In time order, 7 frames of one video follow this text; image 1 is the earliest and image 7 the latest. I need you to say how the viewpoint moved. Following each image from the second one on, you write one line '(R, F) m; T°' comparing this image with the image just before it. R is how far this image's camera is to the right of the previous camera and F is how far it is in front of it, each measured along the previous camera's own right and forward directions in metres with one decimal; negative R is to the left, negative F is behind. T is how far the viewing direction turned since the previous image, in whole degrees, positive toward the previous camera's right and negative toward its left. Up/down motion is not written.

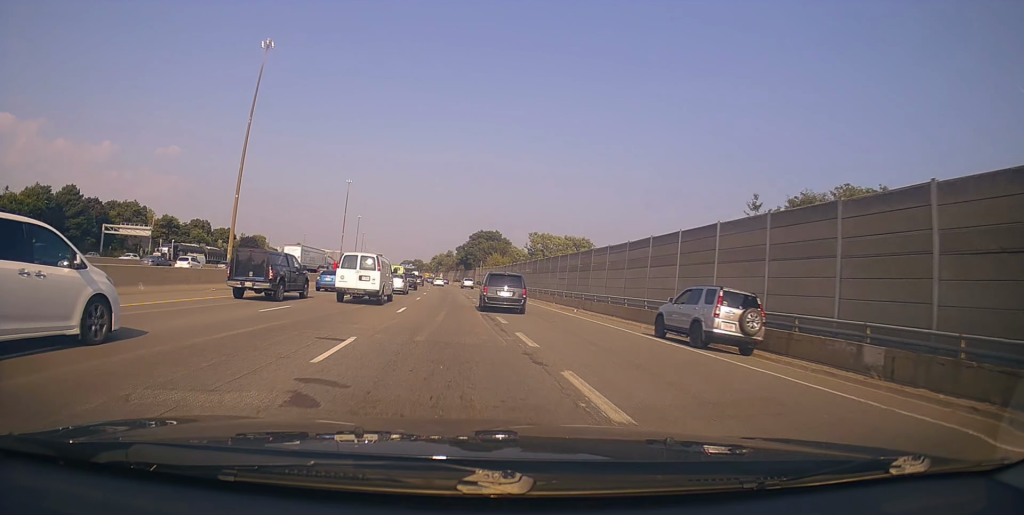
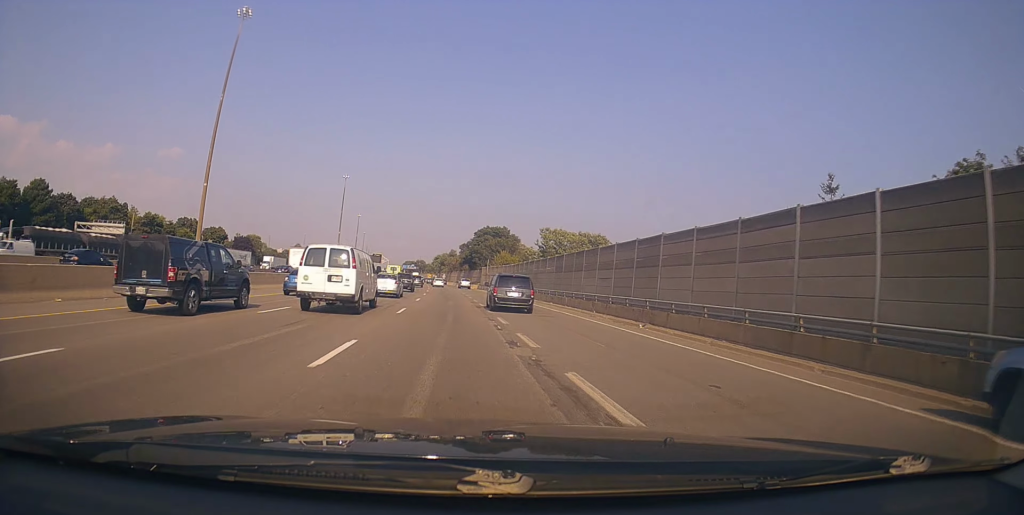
(-0.7, +12.1) m; -2°
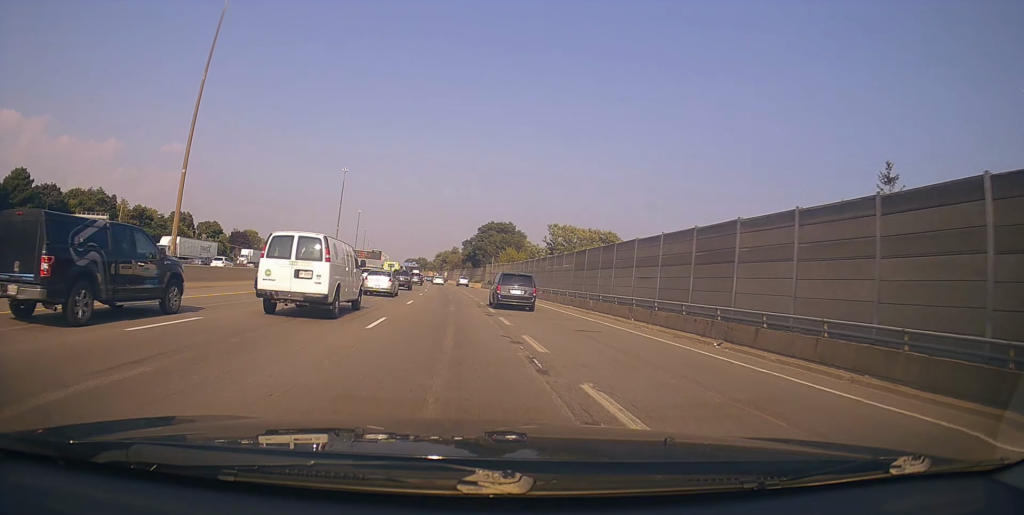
(-0.1, +7.0) m; 0°
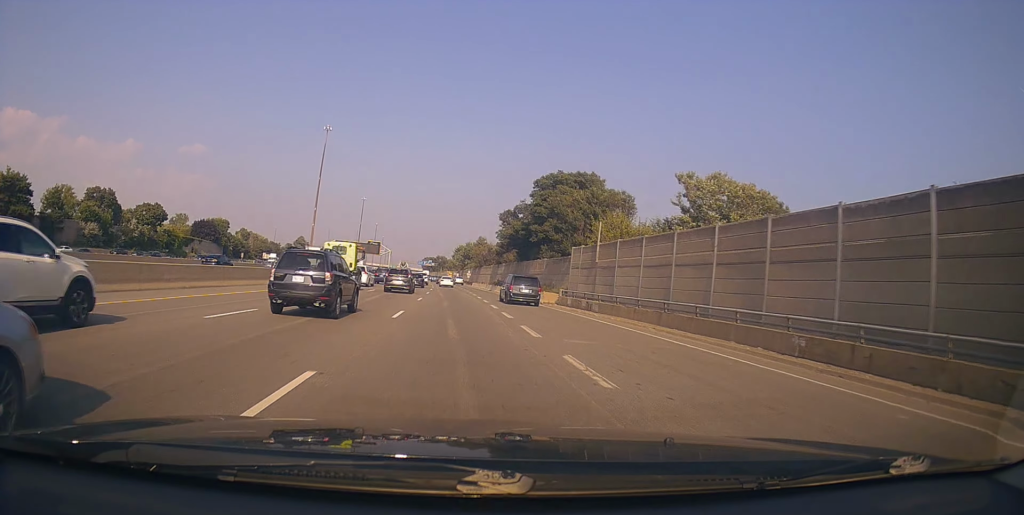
(+0.5, +57.5) m; 0°
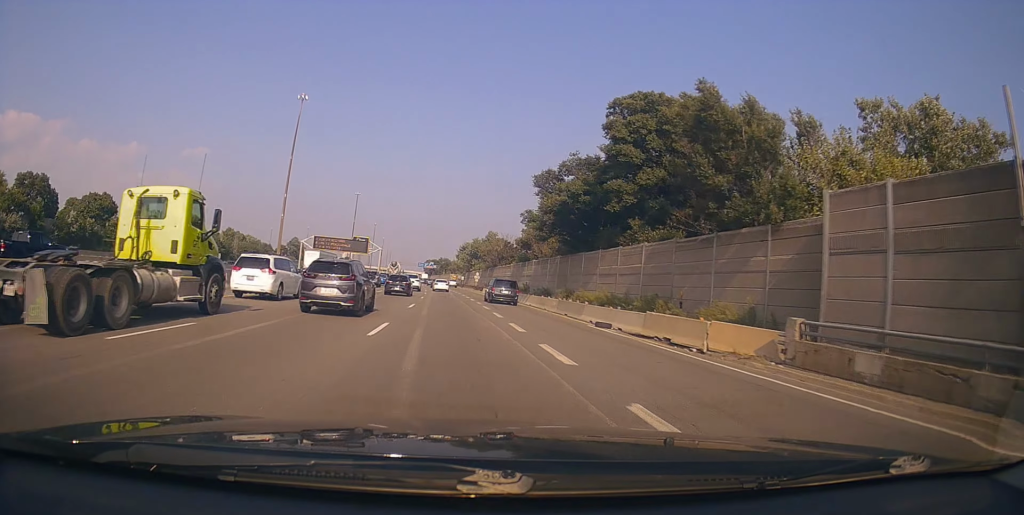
(-1.3, +28.7) m; -3°
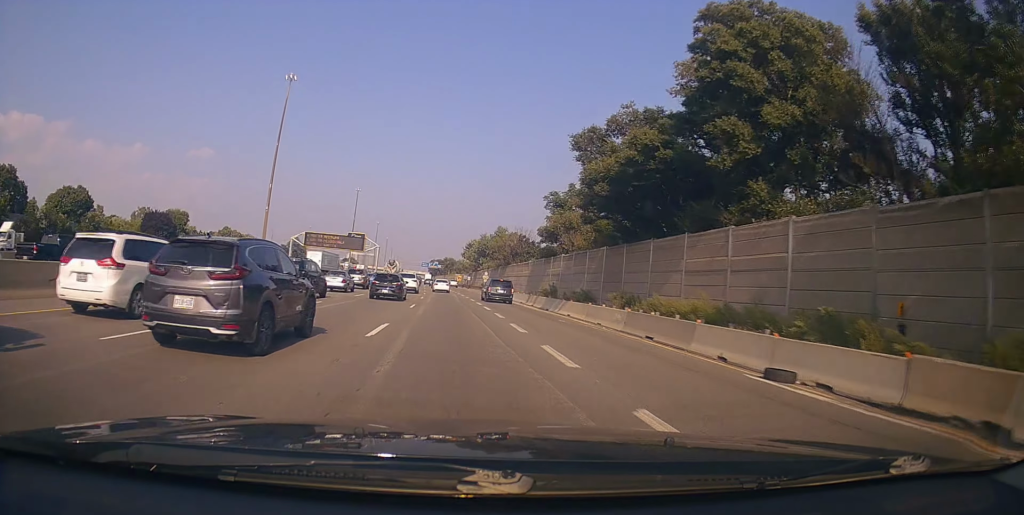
(0.0, +12.4) m; +1°
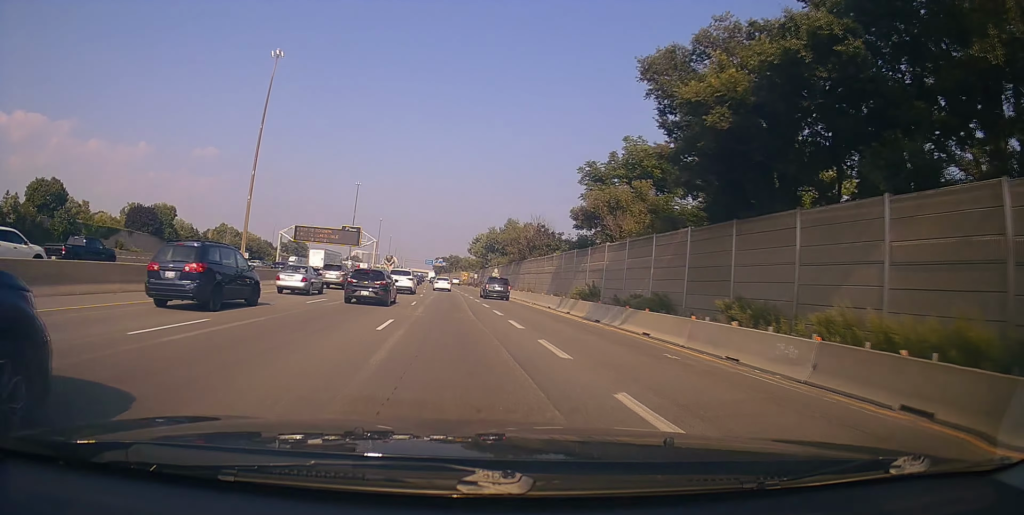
(+0.3, +11.3) m; 0°
